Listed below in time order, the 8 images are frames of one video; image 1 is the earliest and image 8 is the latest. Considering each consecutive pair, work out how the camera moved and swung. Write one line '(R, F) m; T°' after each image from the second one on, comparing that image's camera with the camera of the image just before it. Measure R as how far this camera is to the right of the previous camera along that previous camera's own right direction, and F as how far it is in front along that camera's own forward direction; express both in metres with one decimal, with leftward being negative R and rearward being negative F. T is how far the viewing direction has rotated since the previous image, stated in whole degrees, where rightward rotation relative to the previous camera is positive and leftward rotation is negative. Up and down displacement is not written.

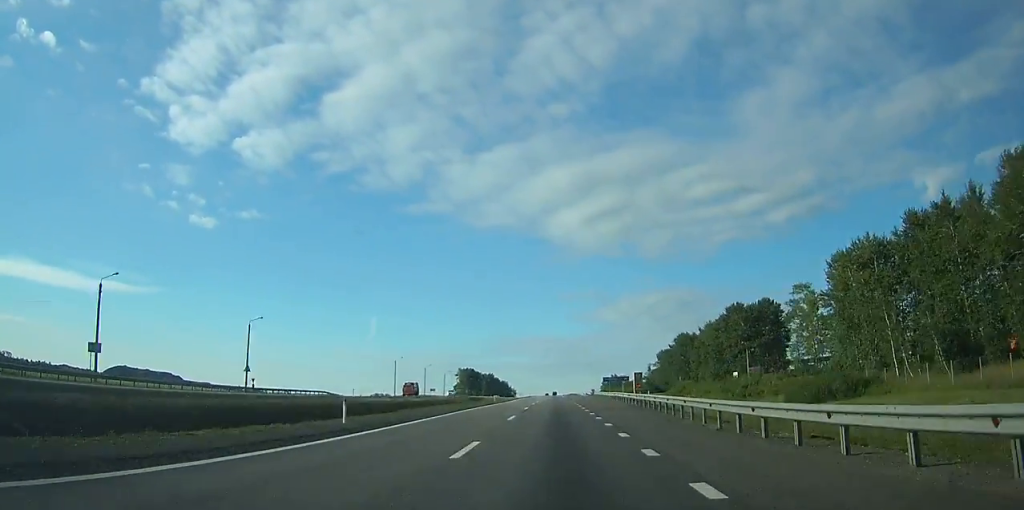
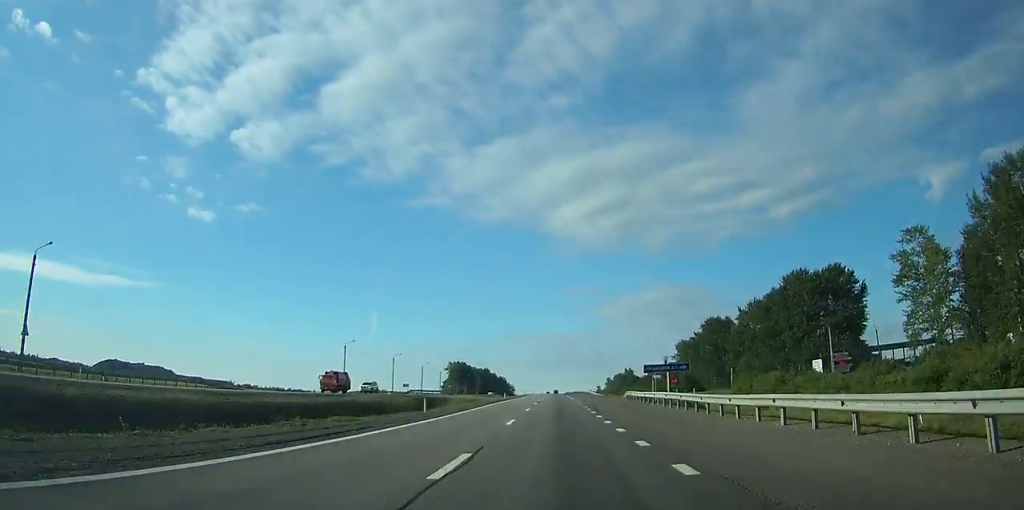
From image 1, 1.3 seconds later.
(-0.1, +36.9) m; 0°
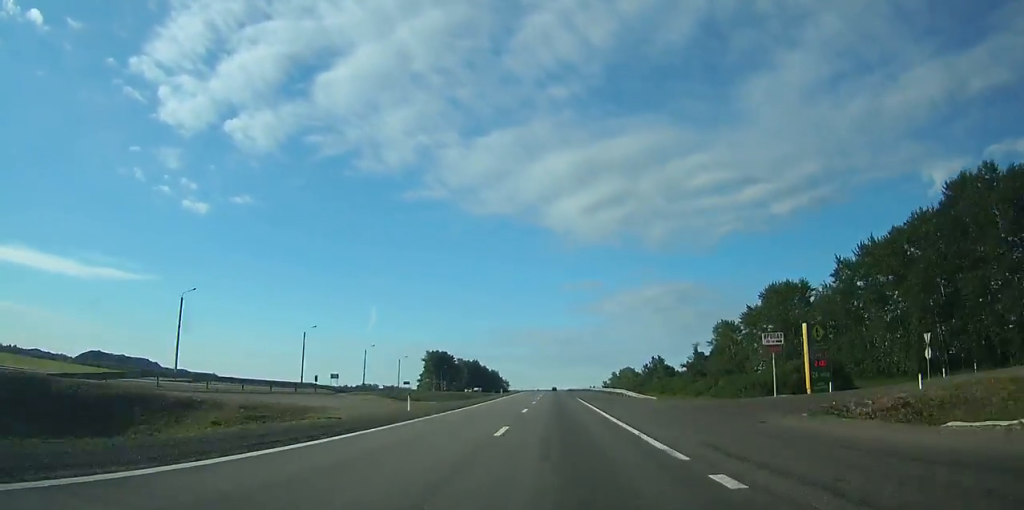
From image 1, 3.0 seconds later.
(+0.1, +53.8) m; 0°
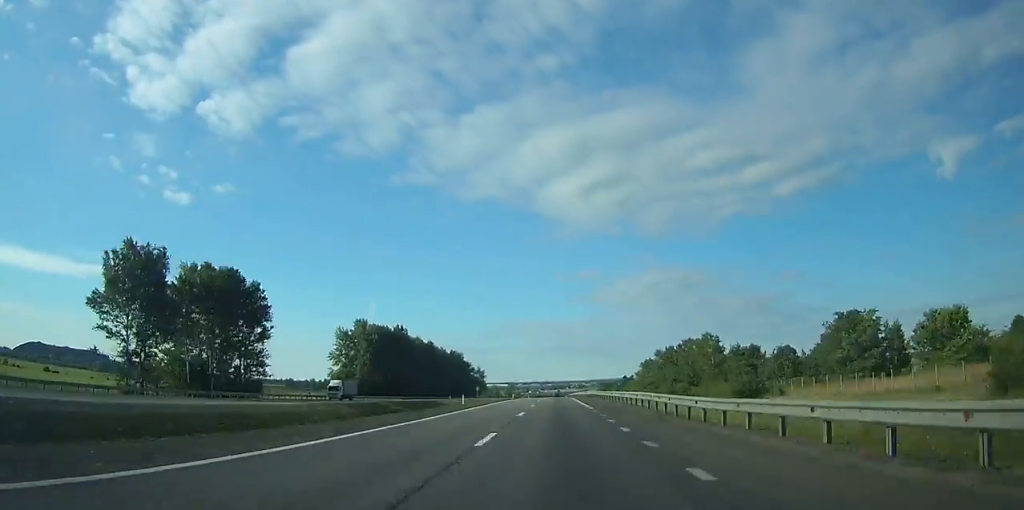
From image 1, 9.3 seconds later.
(+0.2, +192.3) m; 0°
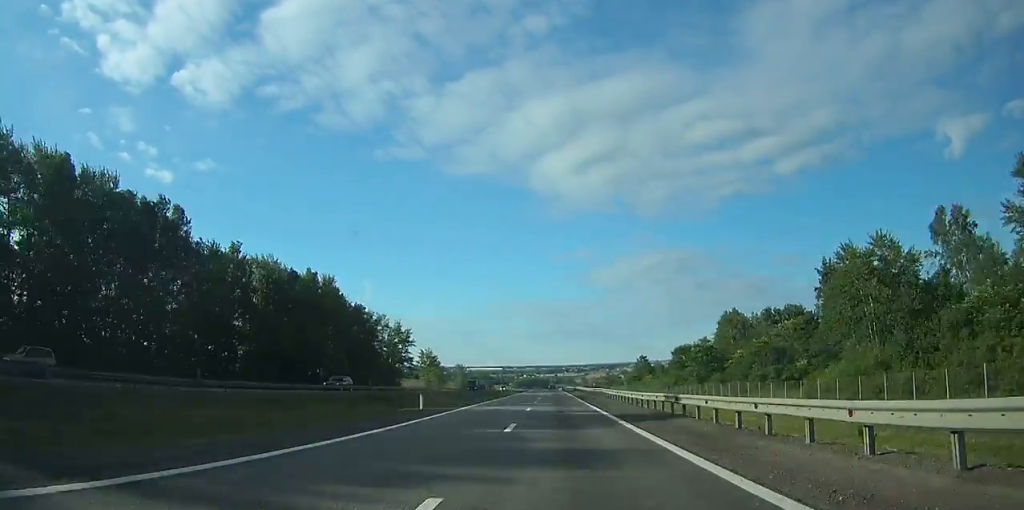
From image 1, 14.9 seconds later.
(+0.1, +163.8) m; 0°
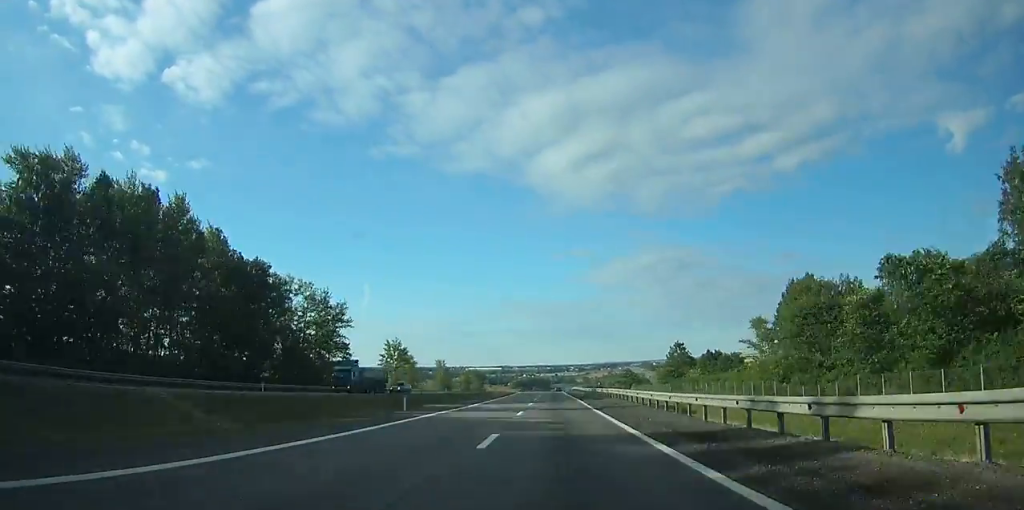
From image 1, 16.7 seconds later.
(0.0, +47.9) m; 0°
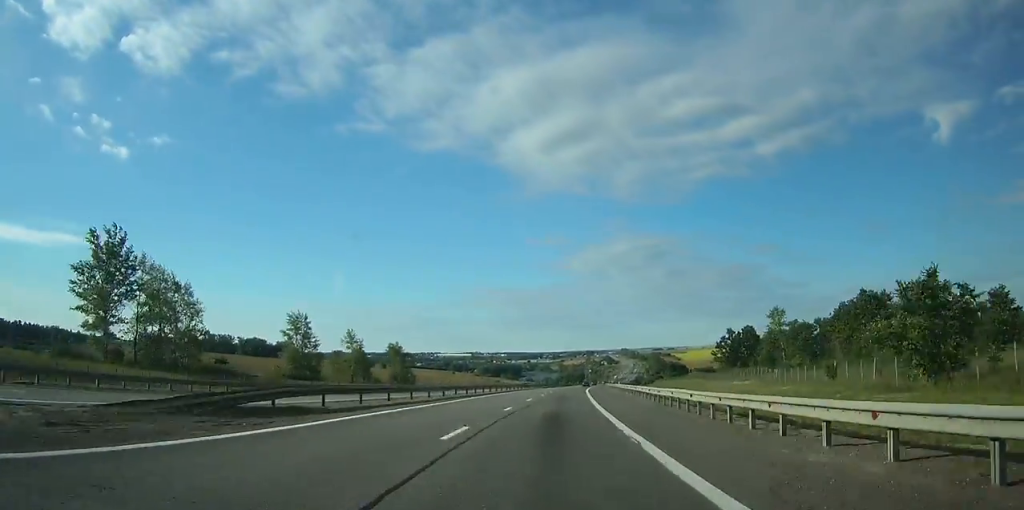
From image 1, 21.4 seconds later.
(+2.0, +125.3) m; +3°
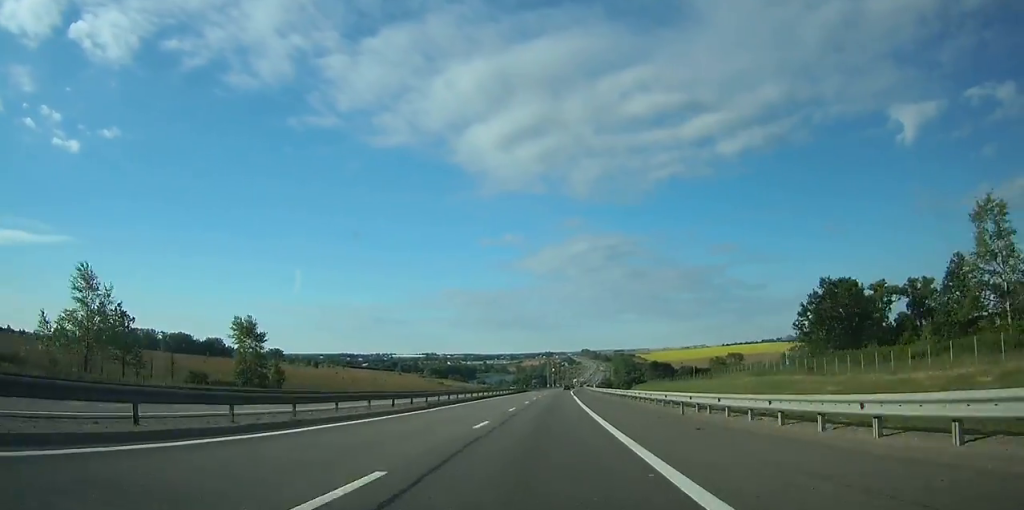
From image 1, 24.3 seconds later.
(+2.2, +77.3) m; +3°
